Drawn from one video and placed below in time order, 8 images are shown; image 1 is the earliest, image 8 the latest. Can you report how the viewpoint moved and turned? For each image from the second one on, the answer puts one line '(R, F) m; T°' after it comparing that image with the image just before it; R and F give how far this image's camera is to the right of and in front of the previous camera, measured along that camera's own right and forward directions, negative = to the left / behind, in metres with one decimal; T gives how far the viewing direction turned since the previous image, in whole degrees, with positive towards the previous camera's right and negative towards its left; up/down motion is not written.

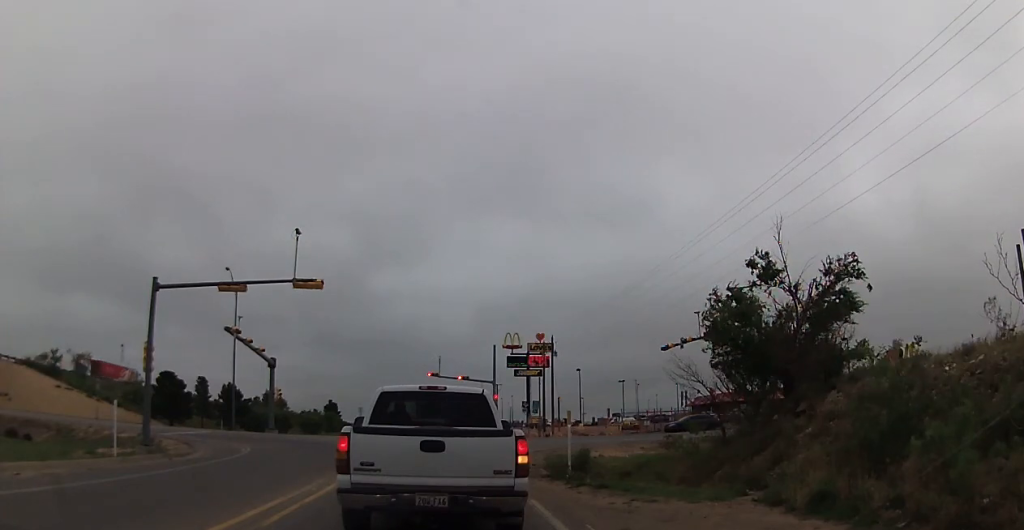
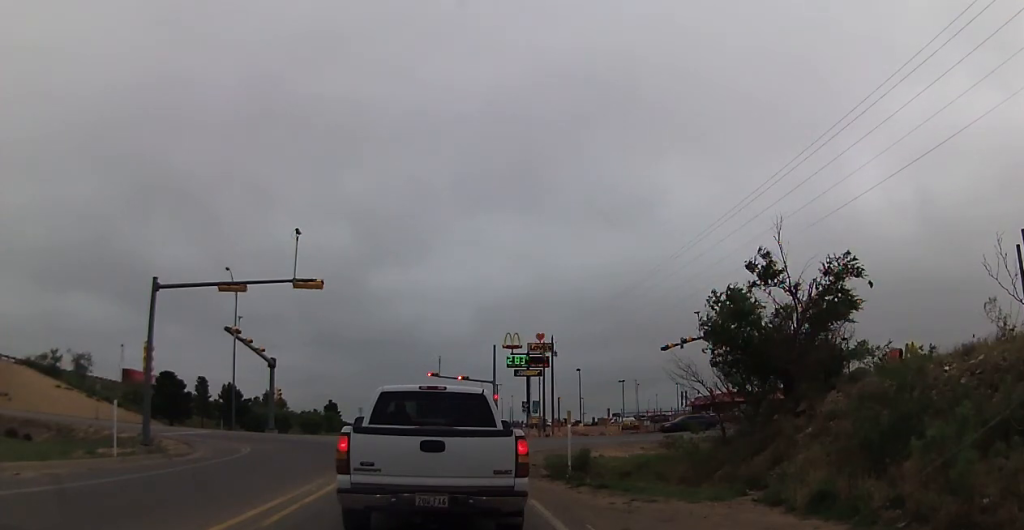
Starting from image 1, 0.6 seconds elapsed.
(0.0, 0.0) m; 0°
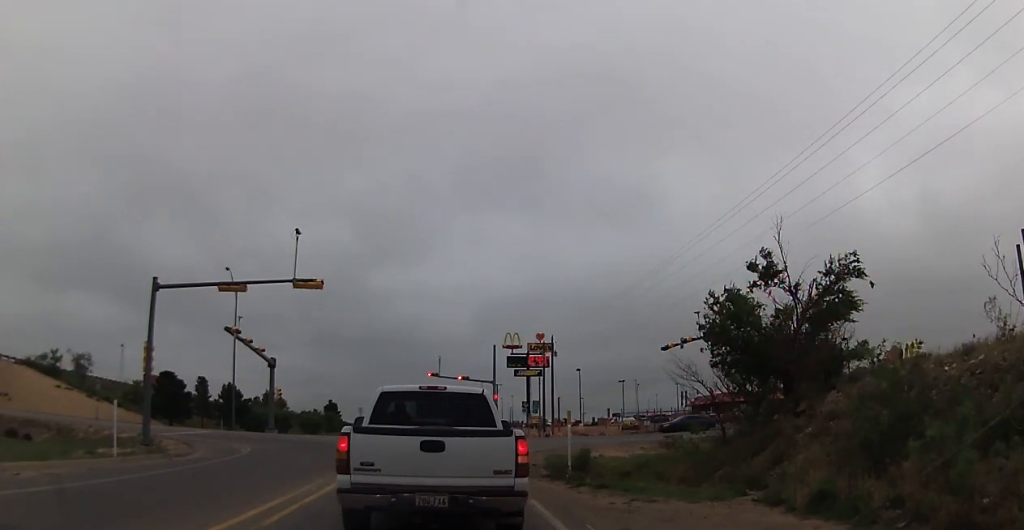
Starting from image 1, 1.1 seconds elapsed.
(0.0, 0.0) m; 0°
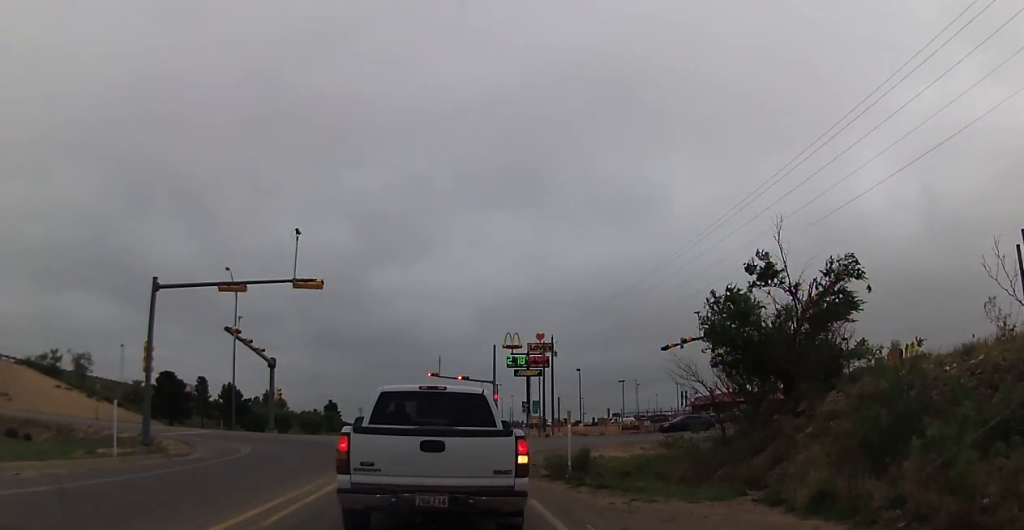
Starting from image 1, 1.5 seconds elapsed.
(0.0, 0.0) m; 0°
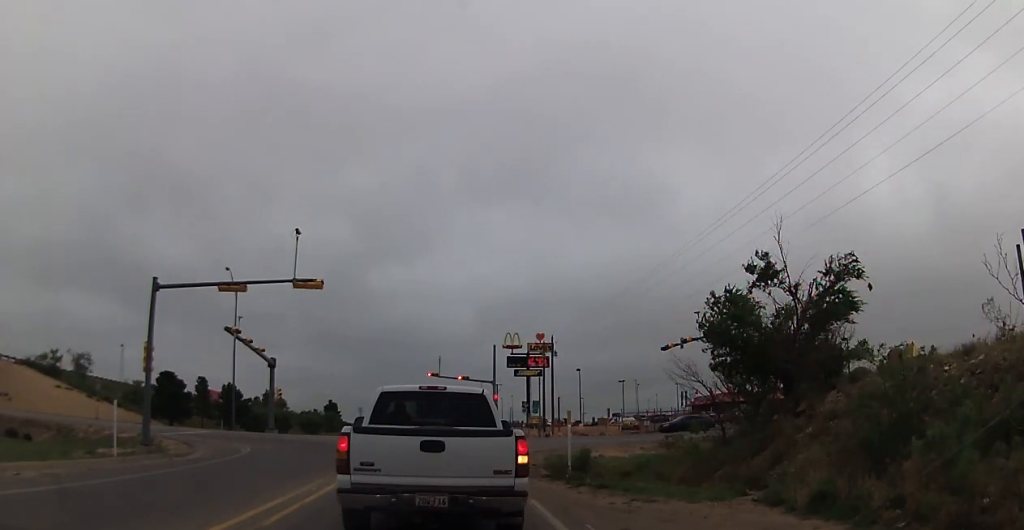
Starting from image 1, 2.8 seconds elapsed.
(0.0, 0.0) m; 0°
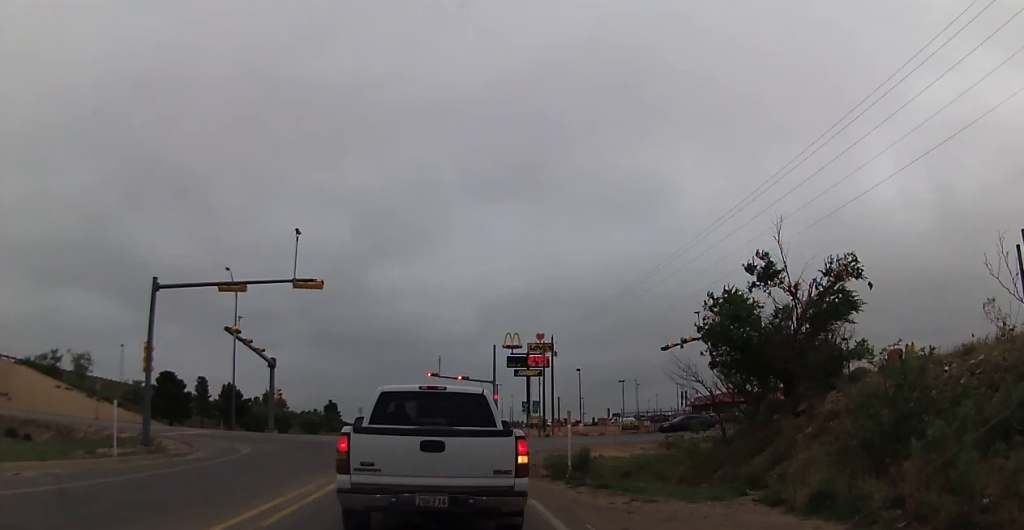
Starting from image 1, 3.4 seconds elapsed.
(0.0, 0.0) m; 0°
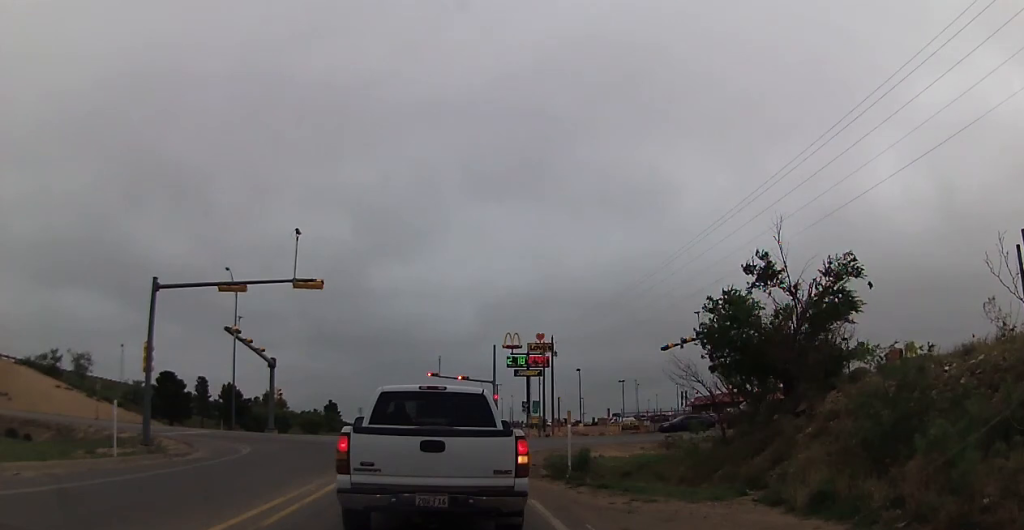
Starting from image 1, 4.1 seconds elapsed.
(0.0, 0.0) m; 0°
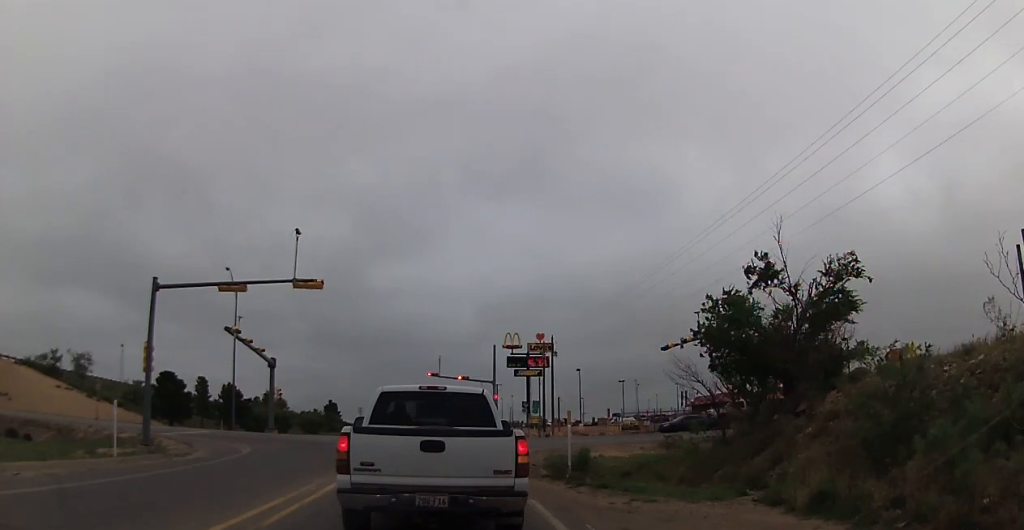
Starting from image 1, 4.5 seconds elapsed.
(0.0, 0.0) m; 0°
